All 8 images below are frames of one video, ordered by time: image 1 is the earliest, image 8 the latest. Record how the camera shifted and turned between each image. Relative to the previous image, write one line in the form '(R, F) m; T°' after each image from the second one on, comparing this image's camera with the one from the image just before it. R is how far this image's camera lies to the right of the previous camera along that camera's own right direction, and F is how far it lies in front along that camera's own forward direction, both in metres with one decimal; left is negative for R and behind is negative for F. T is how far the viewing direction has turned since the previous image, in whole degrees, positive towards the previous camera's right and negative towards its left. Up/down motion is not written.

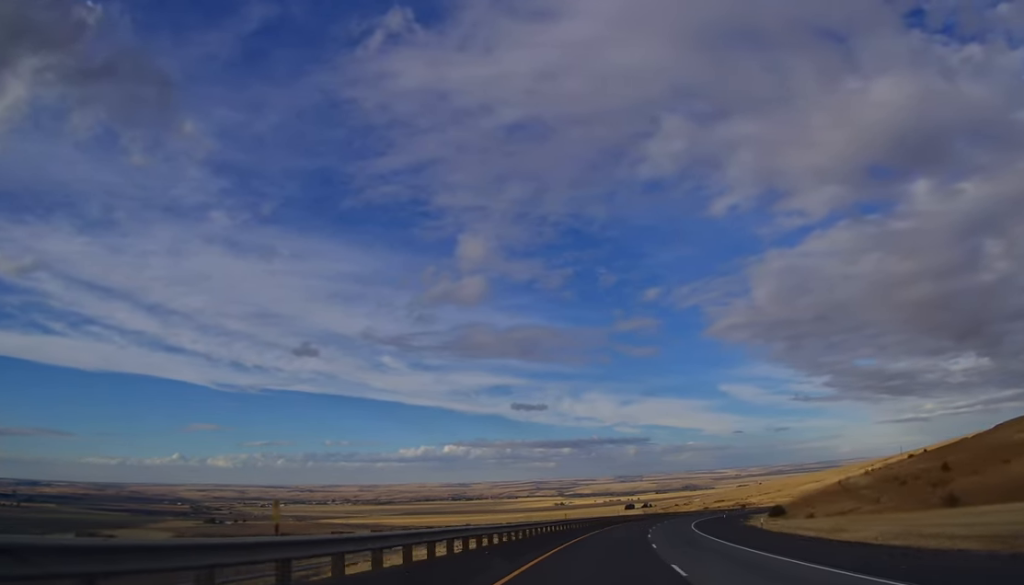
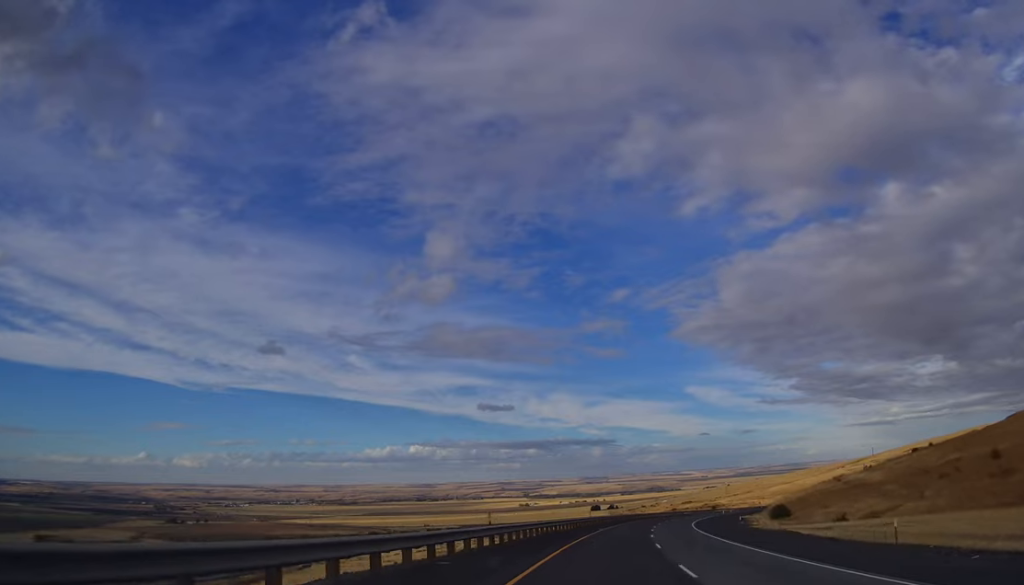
(+0.5, +25.7) m; +3°
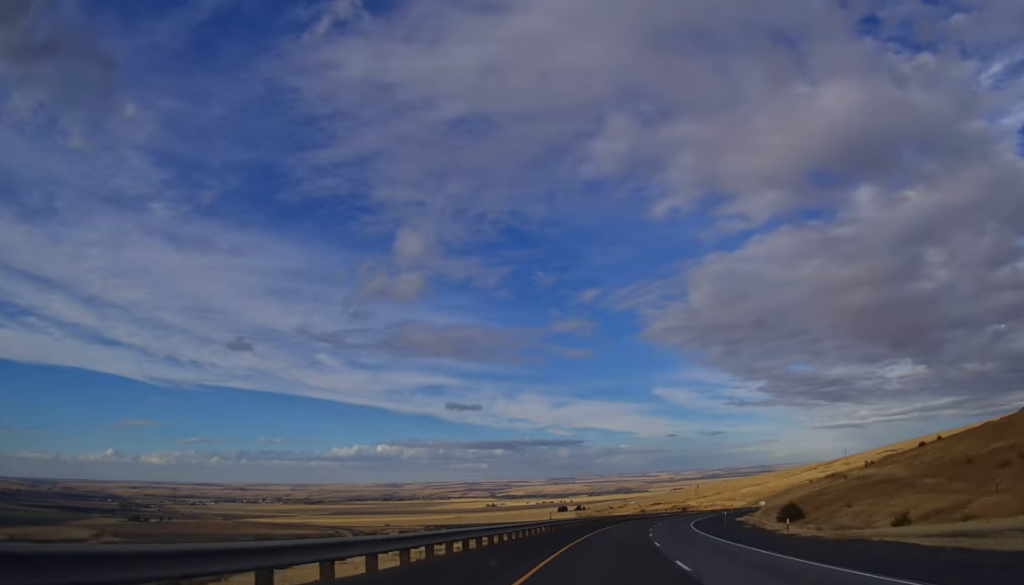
(+0.4, +23.5) m; +3°
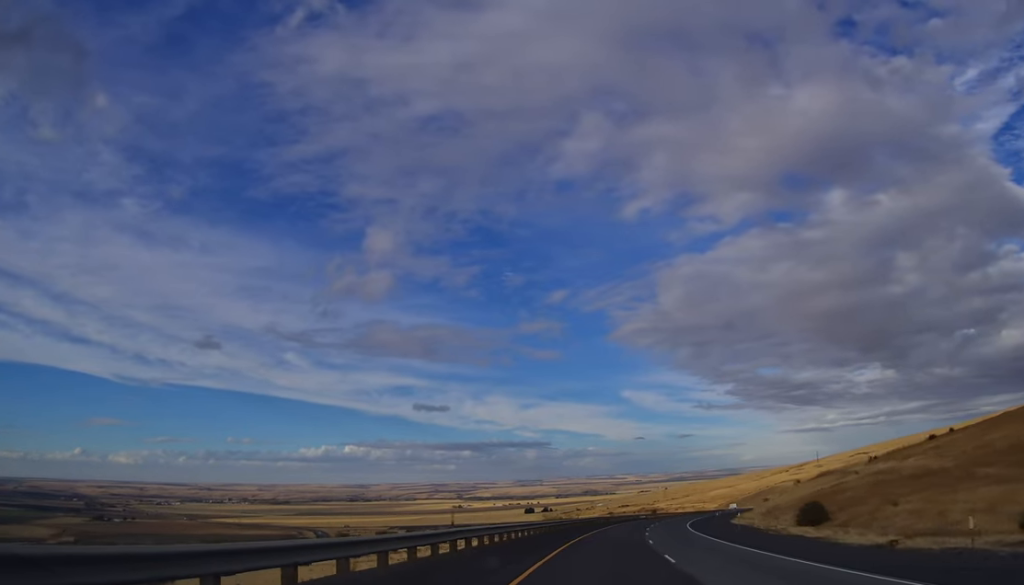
(+0.6, +22.5) m; +3°
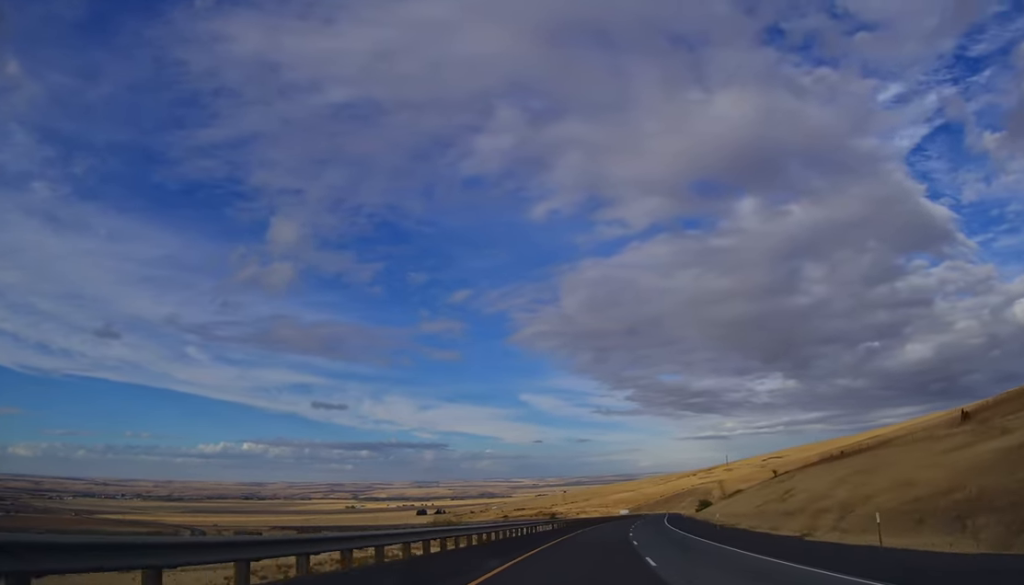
(+8.2, +77.1) m; +10°
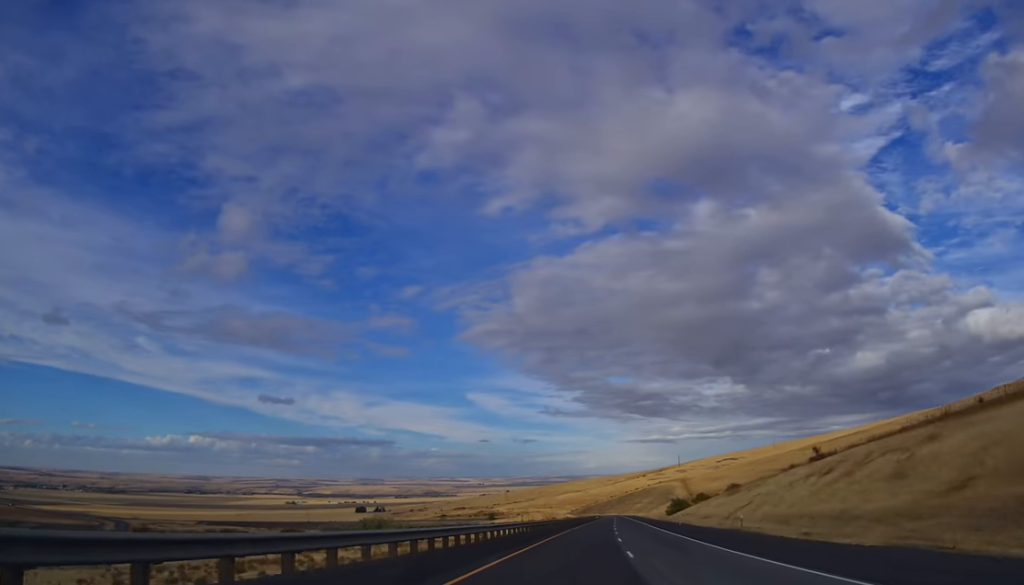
(+0.2, +59.0) m; +4°
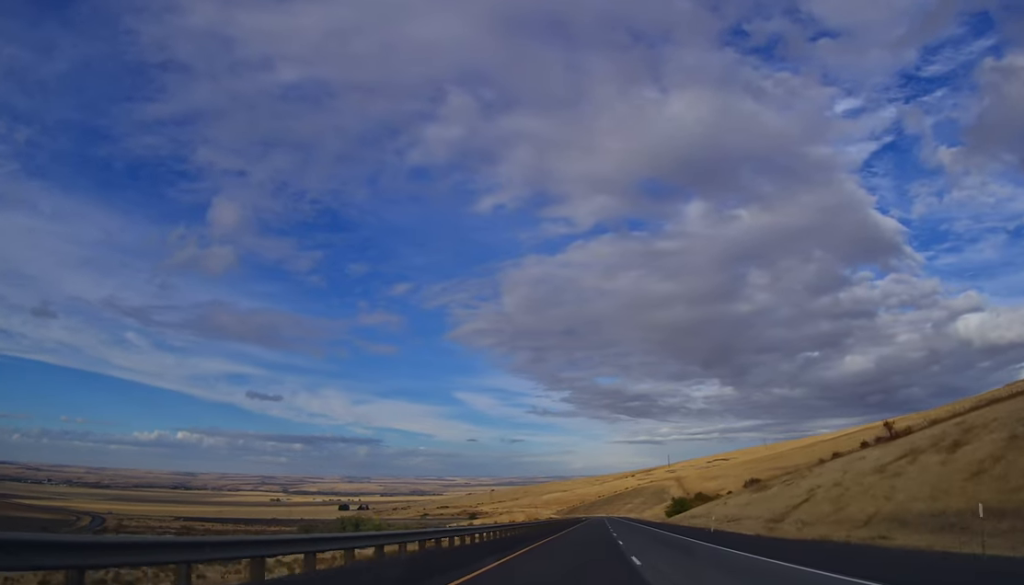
(+1.6, +27.7) m; +3°
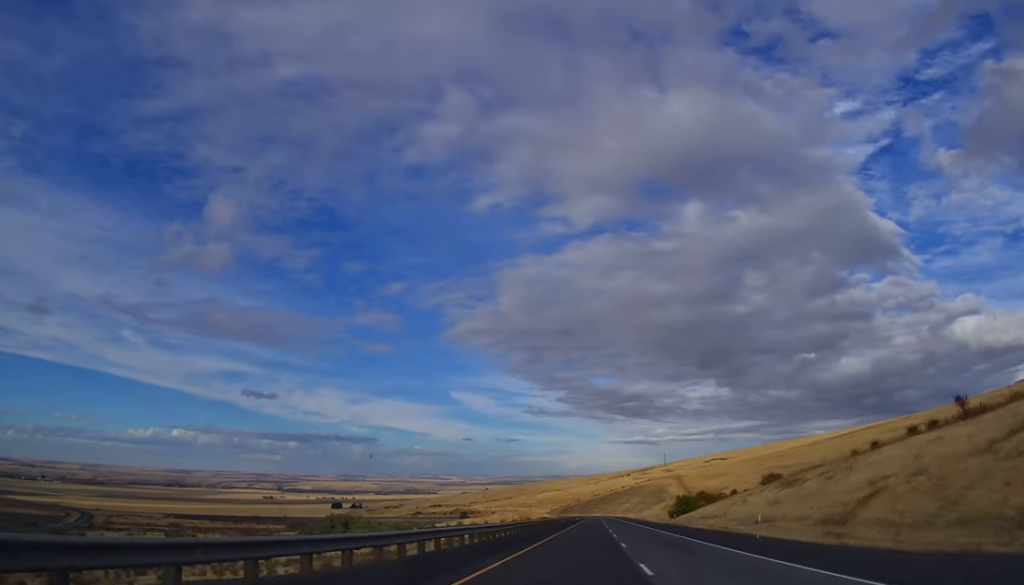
(+0.1, +15.6) m; +1°
